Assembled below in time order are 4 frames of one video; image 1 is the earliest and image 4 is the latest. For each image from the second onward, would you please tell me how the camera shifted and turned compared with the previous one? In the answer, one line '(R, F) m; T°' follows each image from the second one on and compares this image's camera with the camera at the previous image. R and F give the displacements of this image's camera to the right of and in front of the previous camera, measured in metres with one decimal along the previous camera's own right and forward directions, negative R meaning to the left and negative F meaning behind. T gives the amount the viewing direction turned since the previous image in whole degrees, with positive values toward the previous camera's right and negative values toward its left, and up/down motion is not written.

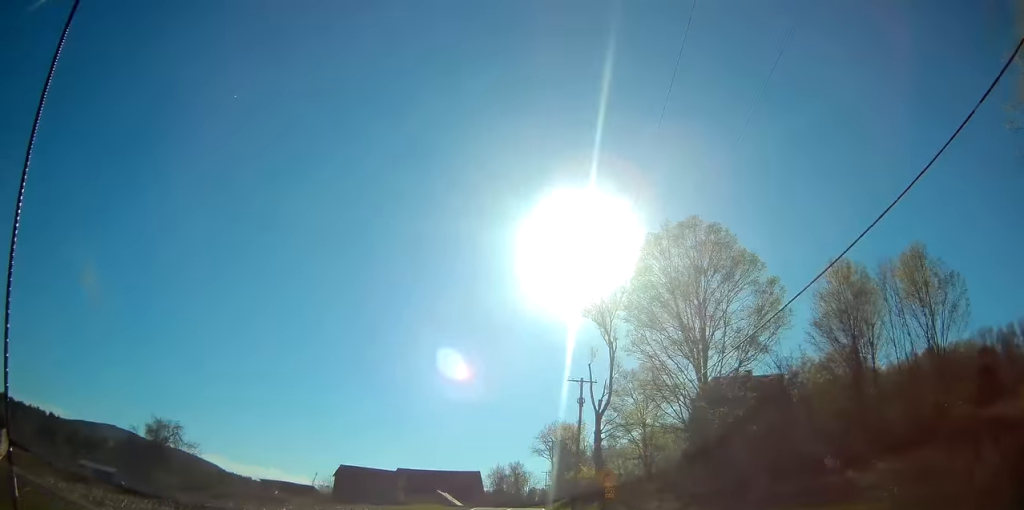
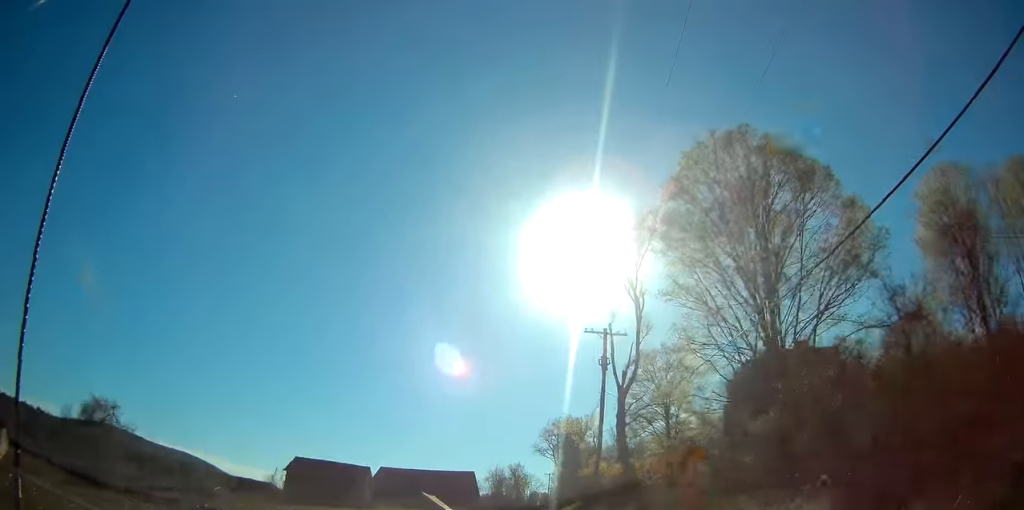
(0.0, +14.5) m; 0°
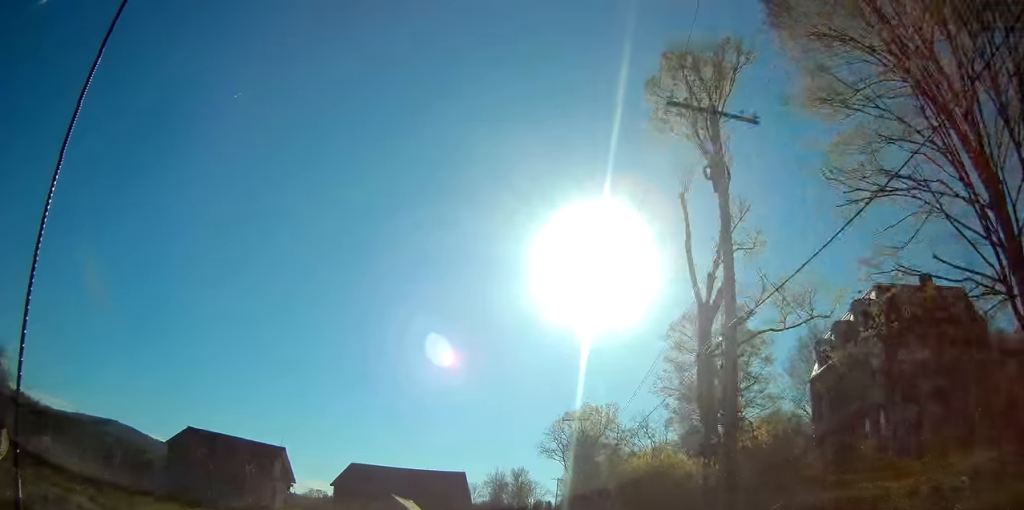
(-0.1, +20.7) m; 0°
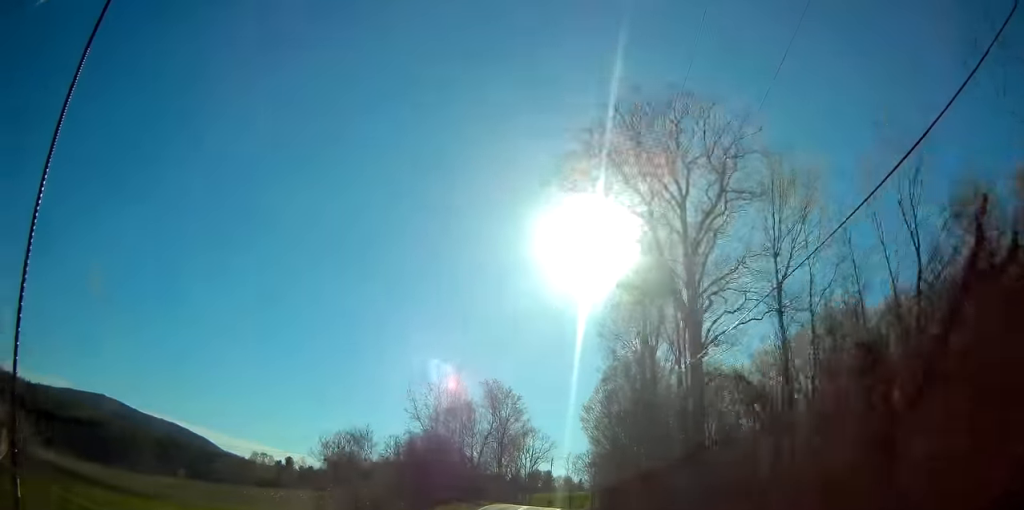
(-0.6, +85.9) m; 0°
